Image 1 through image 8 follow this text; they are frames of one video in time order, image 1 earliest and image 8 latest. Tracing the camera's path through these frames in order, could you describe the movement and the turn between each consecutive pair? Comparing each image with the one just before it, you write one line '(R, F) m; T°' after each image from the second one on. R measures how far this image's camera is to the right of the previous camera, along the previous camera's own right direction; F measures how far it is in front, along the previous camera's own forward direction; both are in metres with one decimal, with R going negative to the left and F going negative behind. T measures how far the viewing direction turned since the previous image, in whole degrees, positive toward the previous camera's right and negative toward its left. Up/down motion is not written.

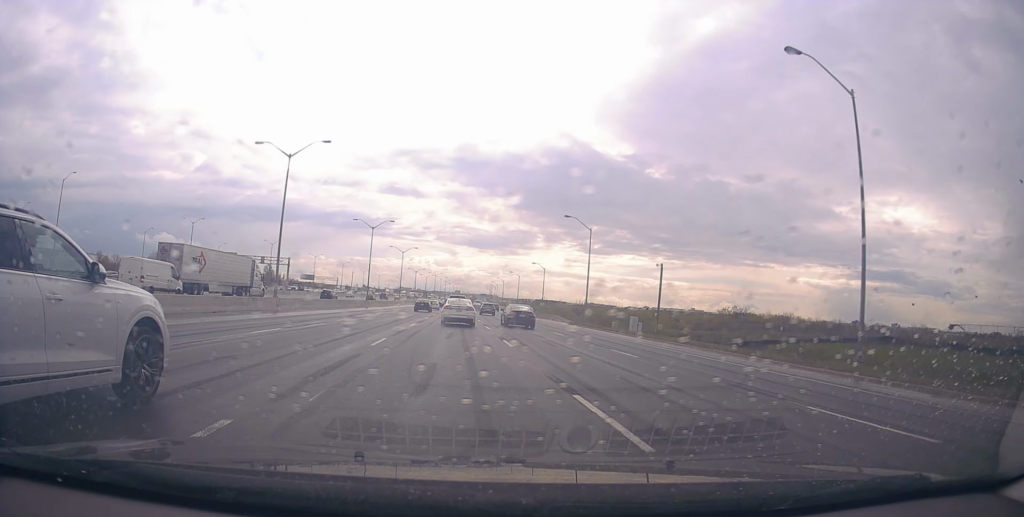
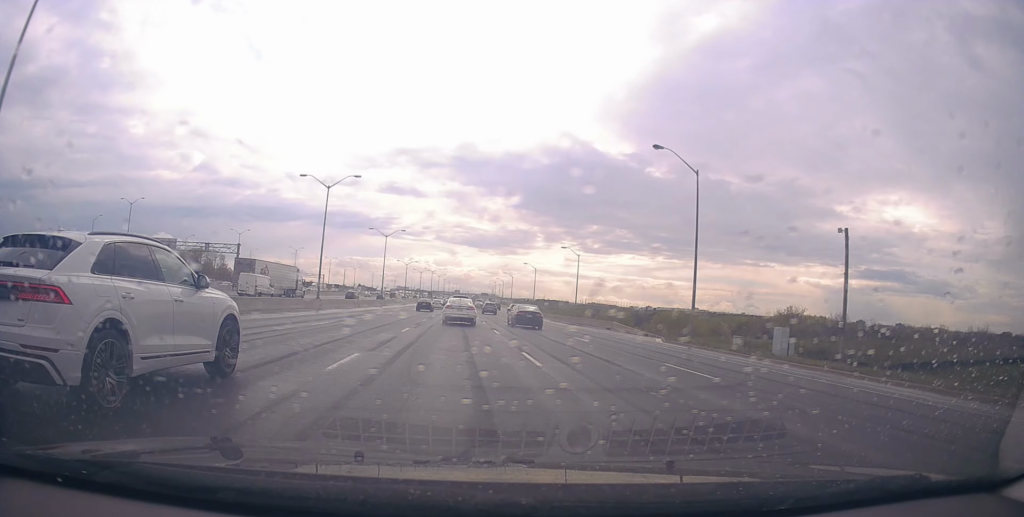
(+0.4, +29.8) m; 0°
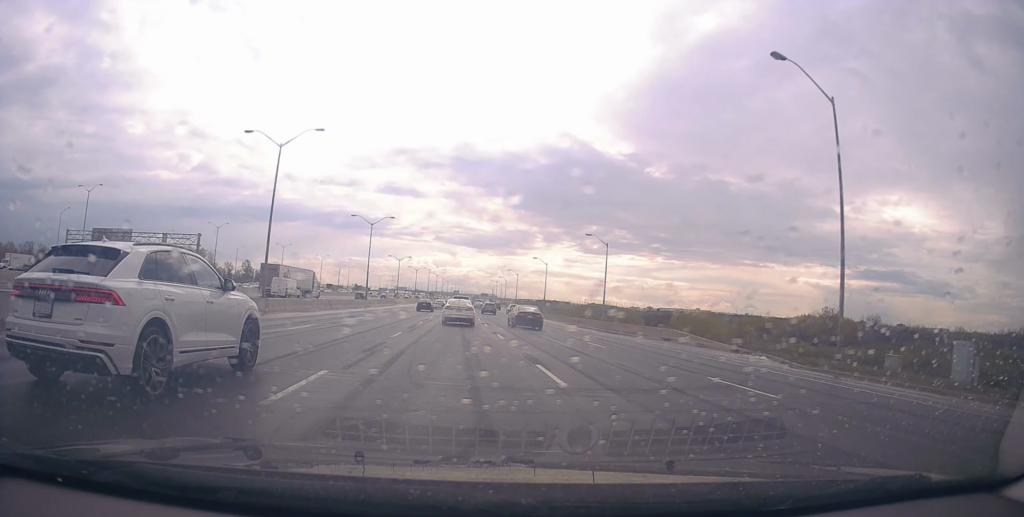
(-0.5, +14.9) m; -2°
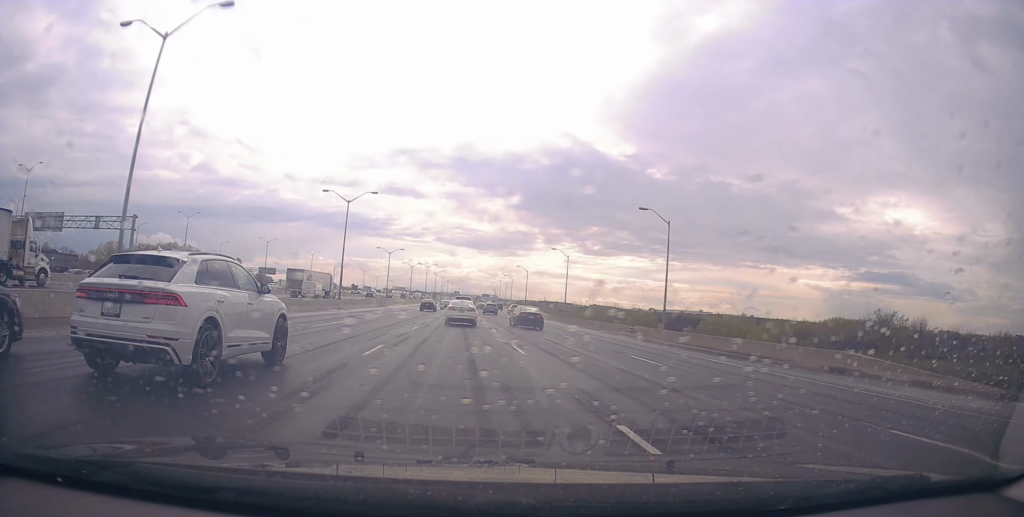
(0.0, +18.0) m; +2°
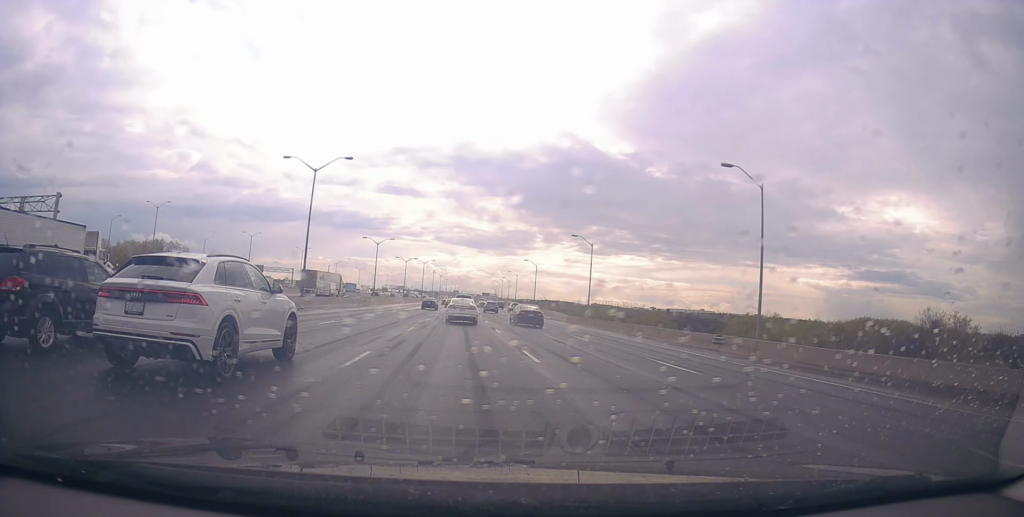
(+0.5, +14.6) m; +1°
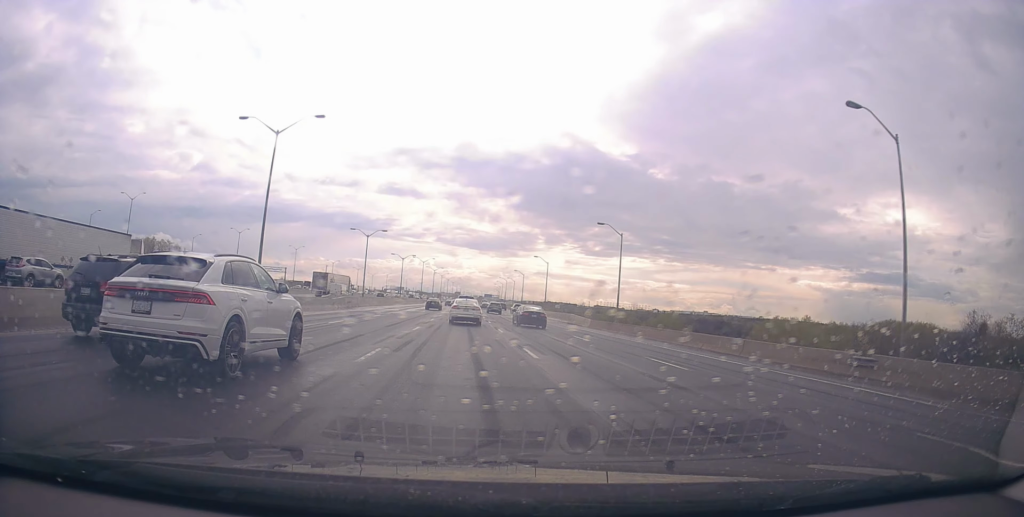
(-0.1, +11.1) m; -1°
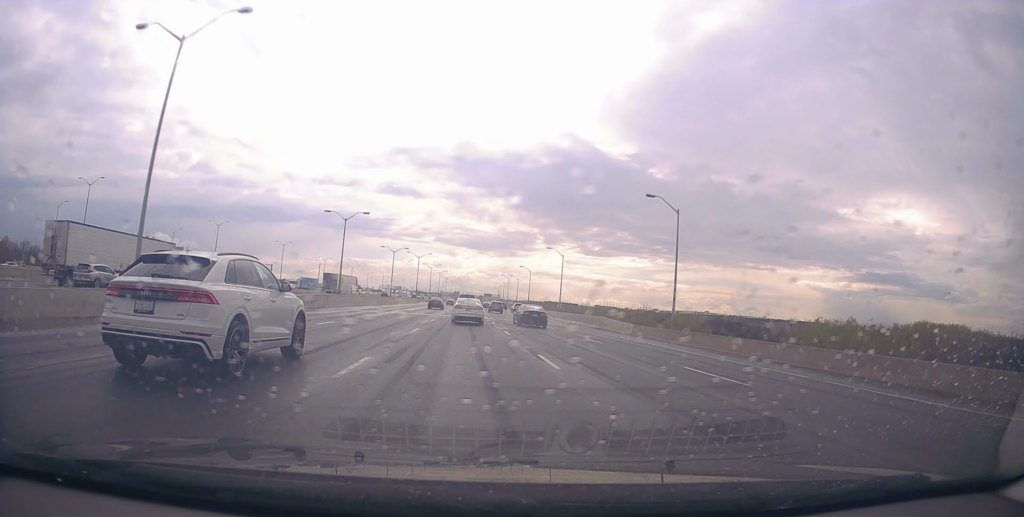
(-0.2, +14.0) m; -1°
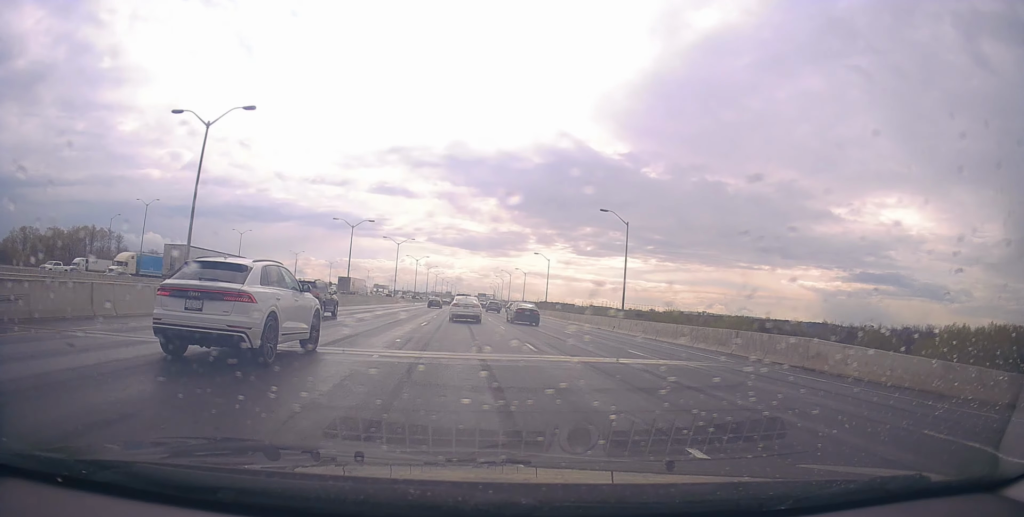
(+0.8, +34.2) m; +2°
